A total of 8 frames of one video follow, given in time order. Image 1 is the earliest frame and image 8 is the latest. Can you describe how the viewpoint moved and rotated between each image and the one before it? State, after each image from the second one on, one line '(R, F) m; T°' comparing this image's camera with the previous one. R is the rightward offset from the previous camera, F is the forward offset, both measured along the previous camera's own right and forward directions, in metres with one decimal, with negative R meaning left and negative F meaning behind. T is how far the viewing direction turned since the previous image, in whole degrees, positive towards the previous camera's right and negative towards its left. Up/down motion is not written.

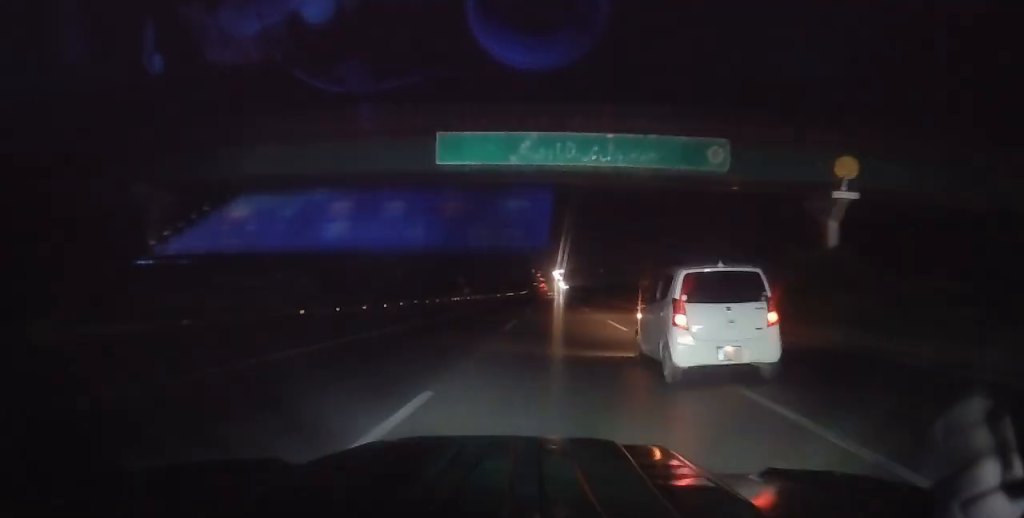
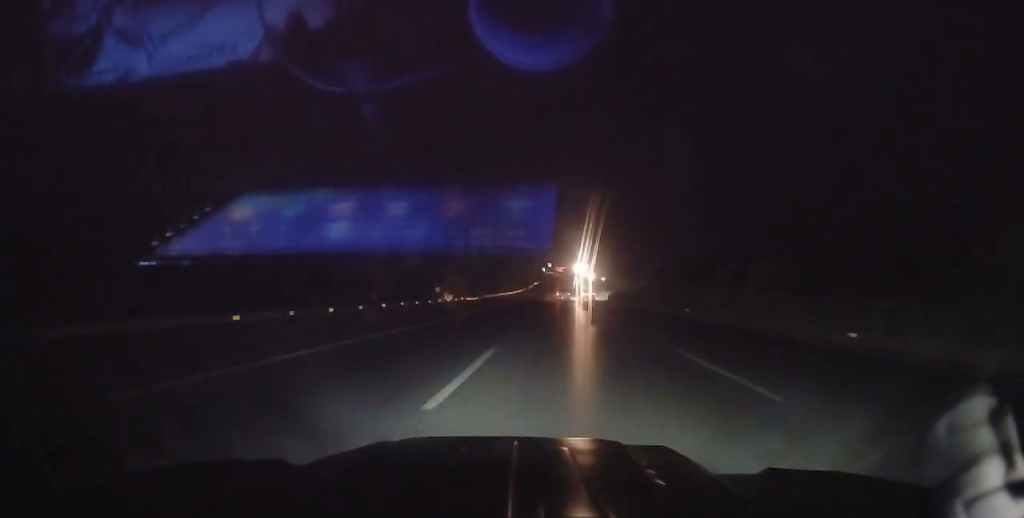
(-3.5, +239.2) m; -1°
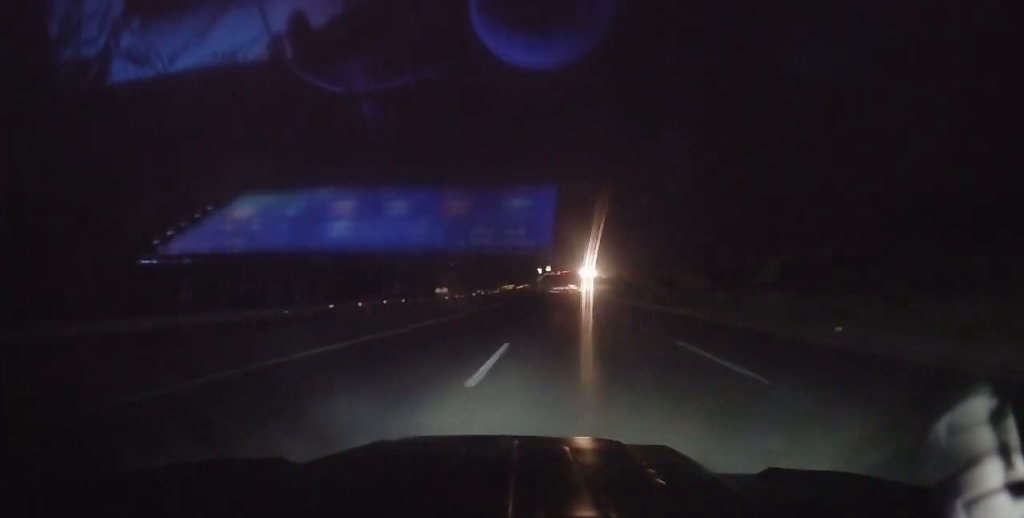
(-0.4, +135.7) m; 0°
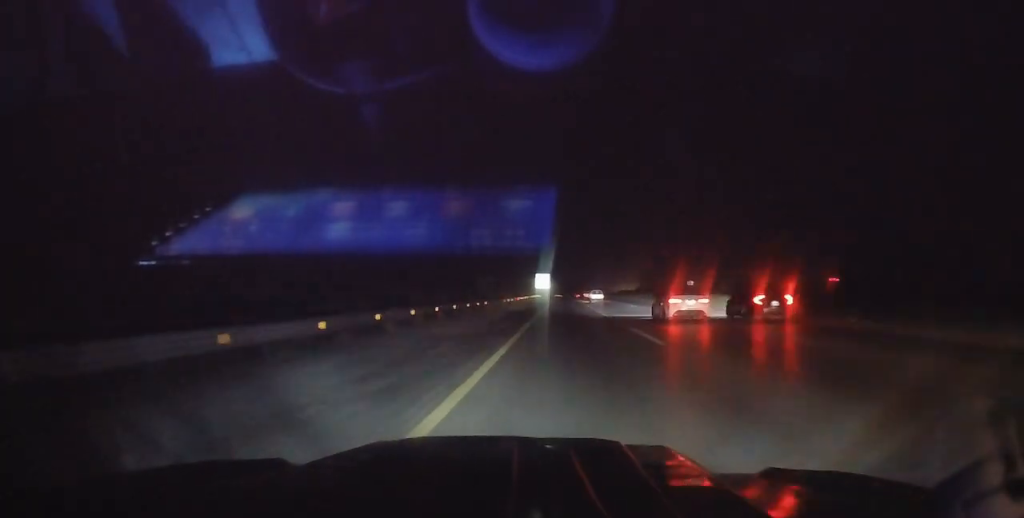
(-0.9, +392.1) m; +1°
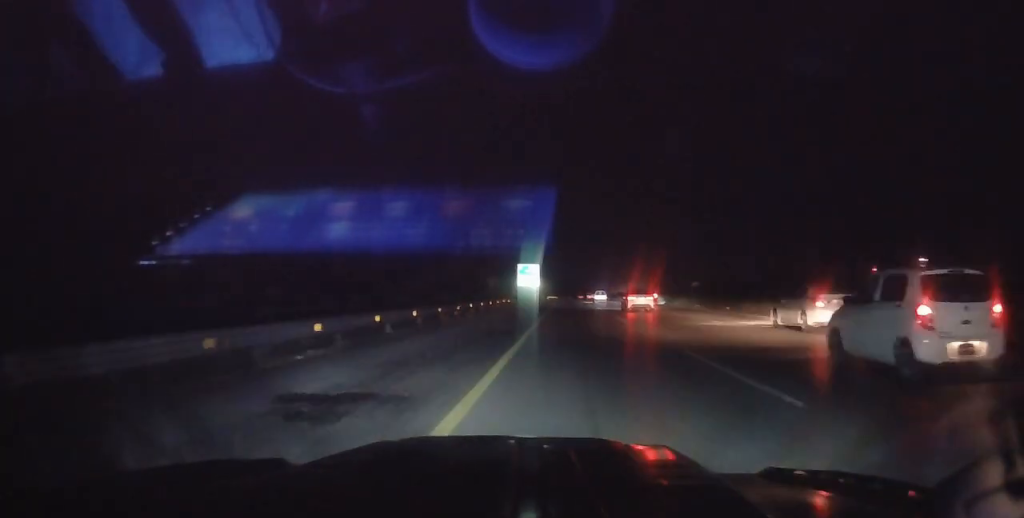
(+0.9, +60.6) m; +1°
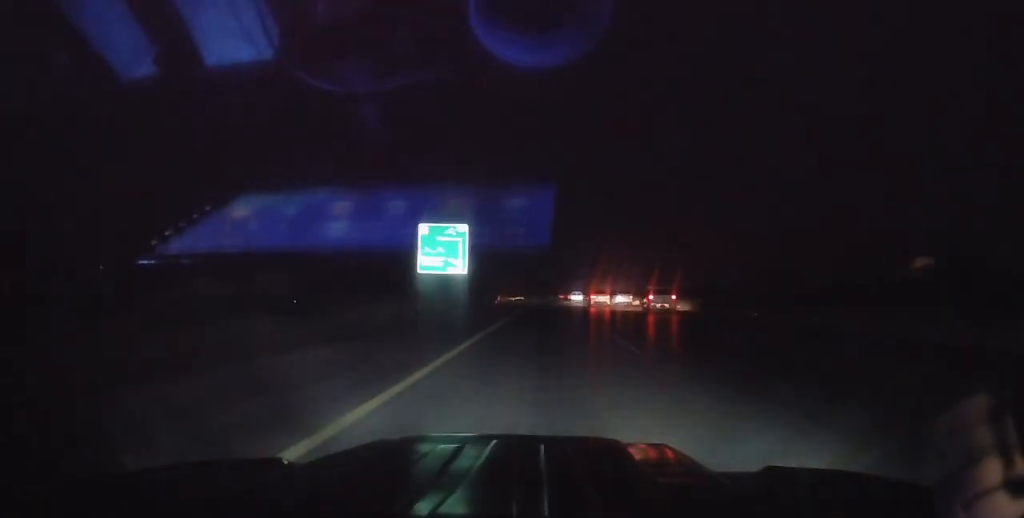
(+0.9, +66.0) m; +1°
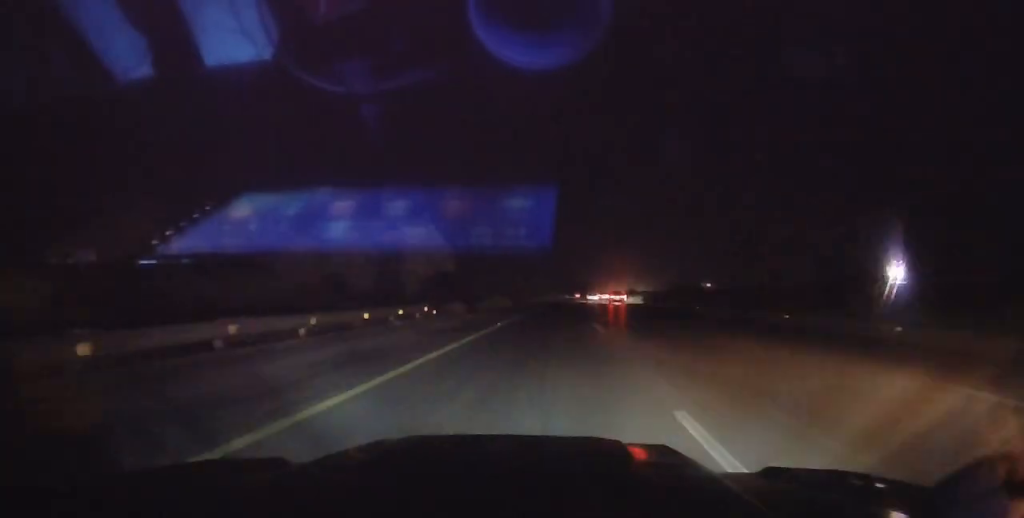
(+0.4, +88.0) m; +1°
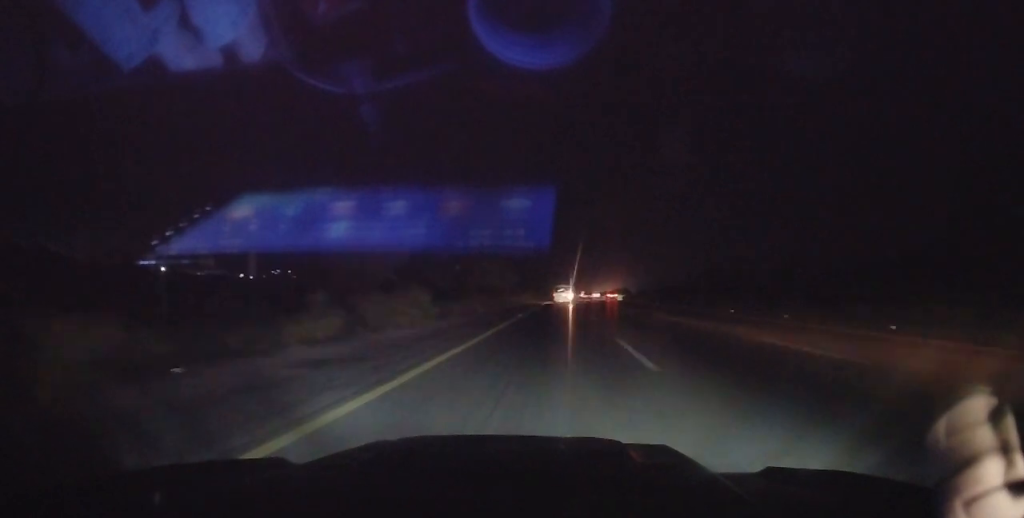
(+0.2, +104.3) m; +1°
